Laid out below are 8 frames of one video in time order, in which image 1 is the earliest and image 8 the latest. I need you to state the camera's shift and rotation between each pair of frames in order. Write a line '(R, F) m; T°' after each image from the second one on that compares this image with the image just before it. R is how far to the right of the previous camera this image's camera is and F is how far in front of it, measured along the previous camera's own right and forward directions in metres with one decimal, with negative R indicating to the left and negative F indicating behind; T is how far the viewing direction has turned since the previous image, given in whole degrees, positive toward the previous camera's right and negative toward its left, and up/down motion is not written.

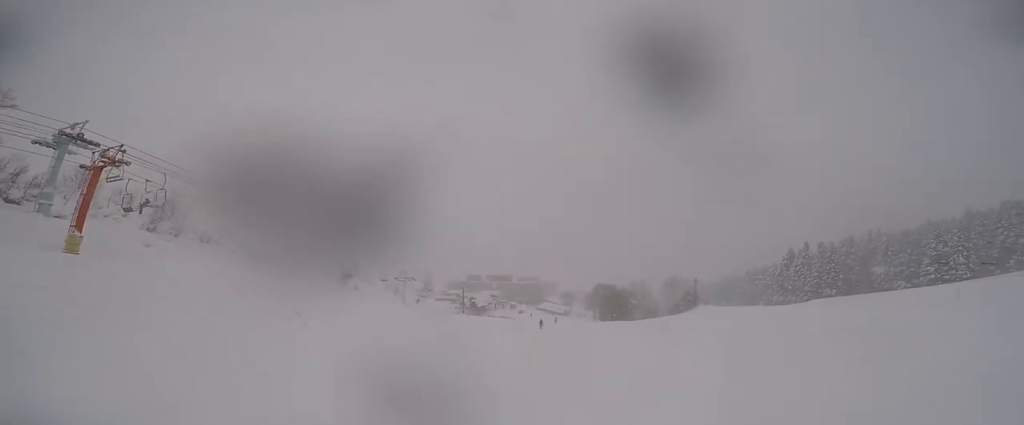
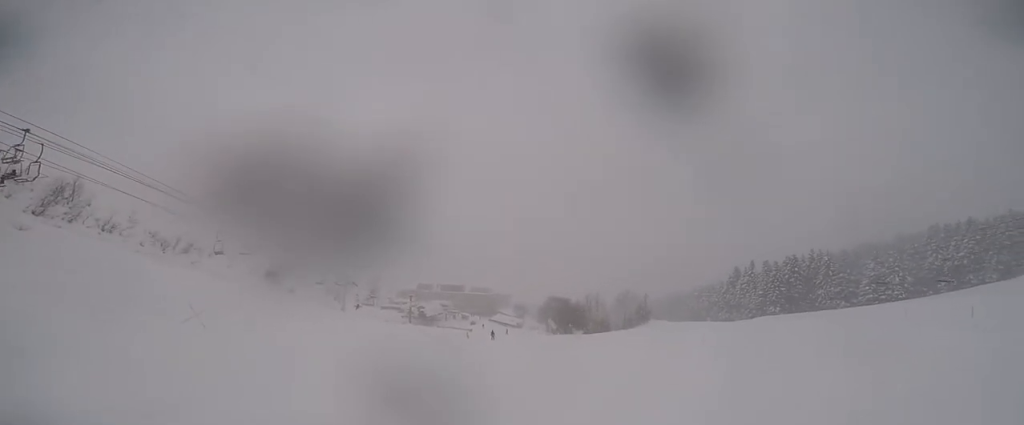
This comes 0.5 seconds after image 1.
(-0.5, +3.5) m; 0°
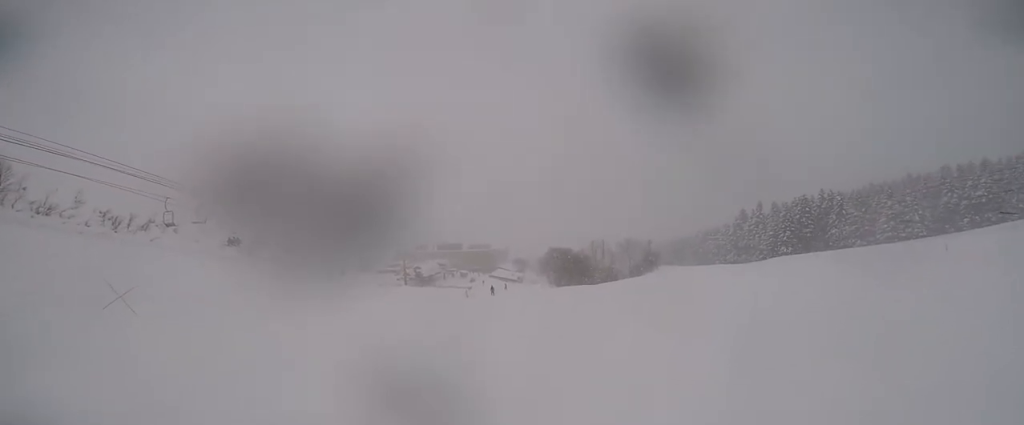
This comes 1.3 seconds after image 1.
(+0.4, +4.9) m; +5°
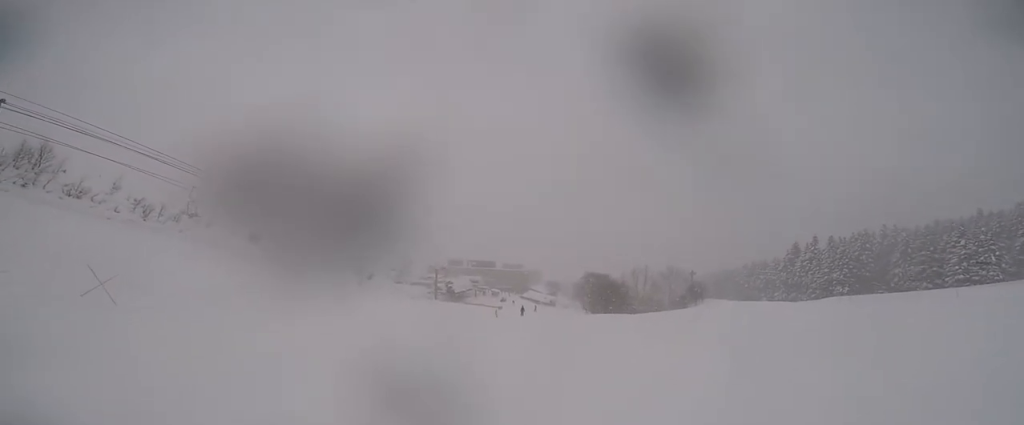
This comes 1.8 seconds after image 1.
(+0.2, +3.5) m; +2°
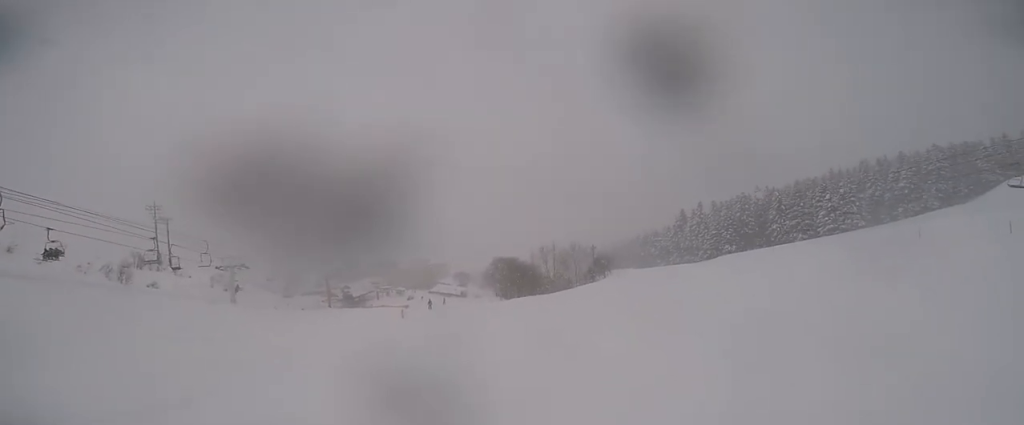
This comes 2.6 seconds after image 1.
(+0.1, +5.1) m; -7°
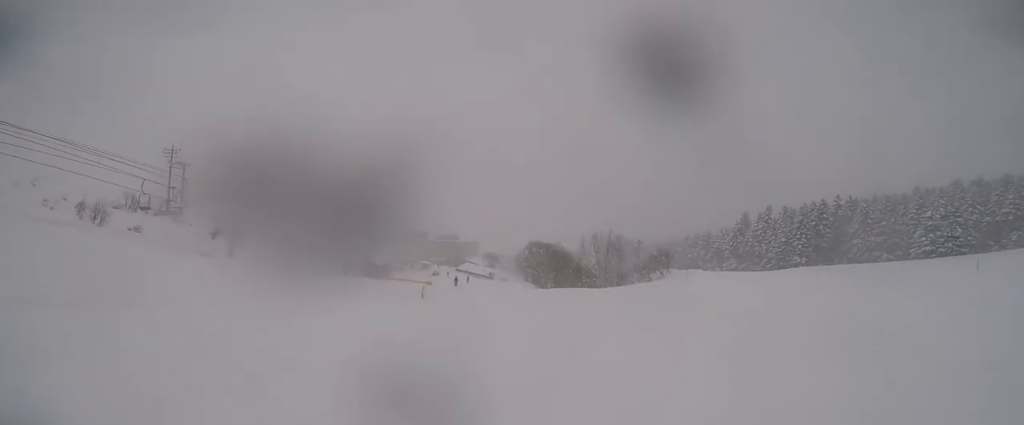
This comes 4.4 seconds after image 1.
(-0.4, +10.7) m; +8°
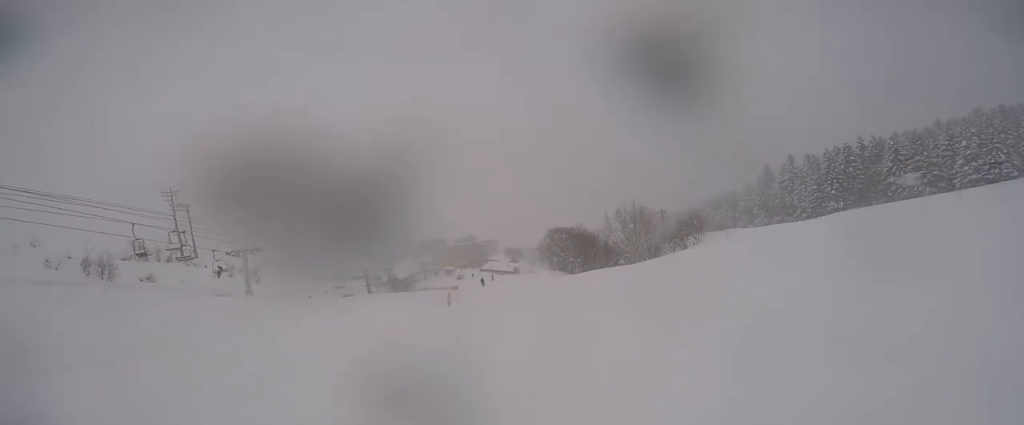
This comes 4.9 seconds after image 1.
(+0.2, +3.3) m; +1°
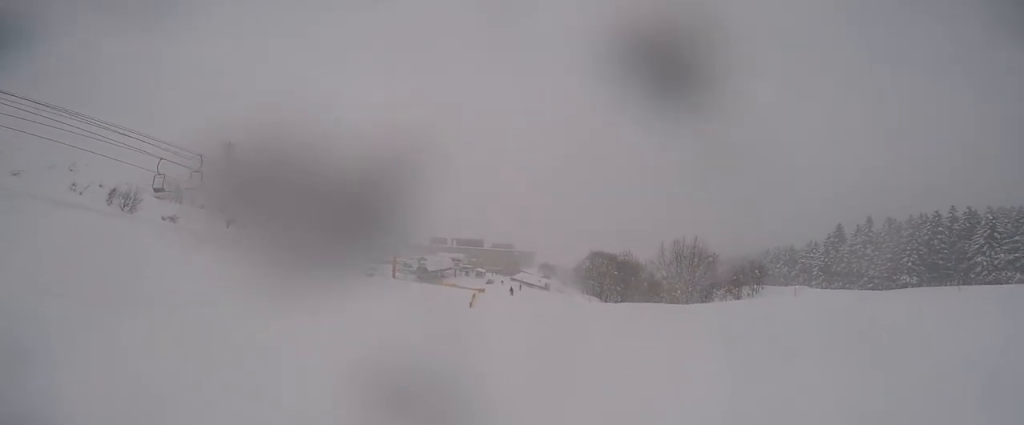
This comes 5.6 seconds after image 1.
(+0.5, +4.3) m; -9°
